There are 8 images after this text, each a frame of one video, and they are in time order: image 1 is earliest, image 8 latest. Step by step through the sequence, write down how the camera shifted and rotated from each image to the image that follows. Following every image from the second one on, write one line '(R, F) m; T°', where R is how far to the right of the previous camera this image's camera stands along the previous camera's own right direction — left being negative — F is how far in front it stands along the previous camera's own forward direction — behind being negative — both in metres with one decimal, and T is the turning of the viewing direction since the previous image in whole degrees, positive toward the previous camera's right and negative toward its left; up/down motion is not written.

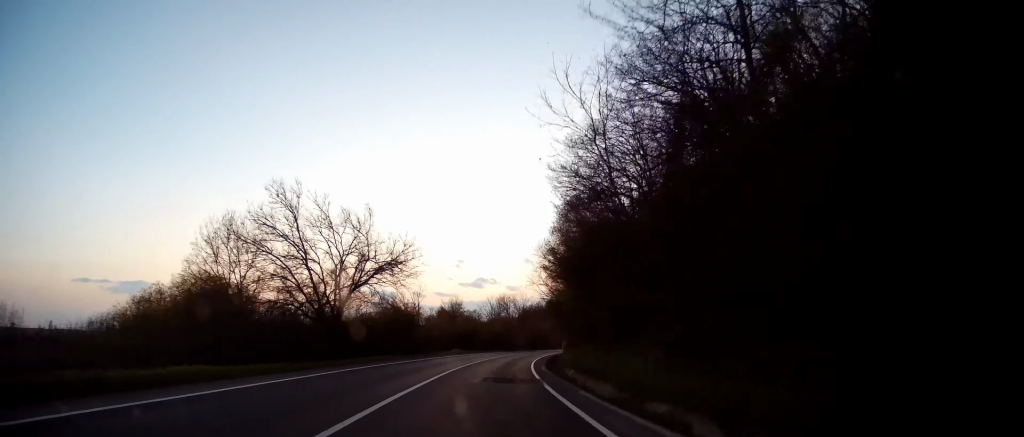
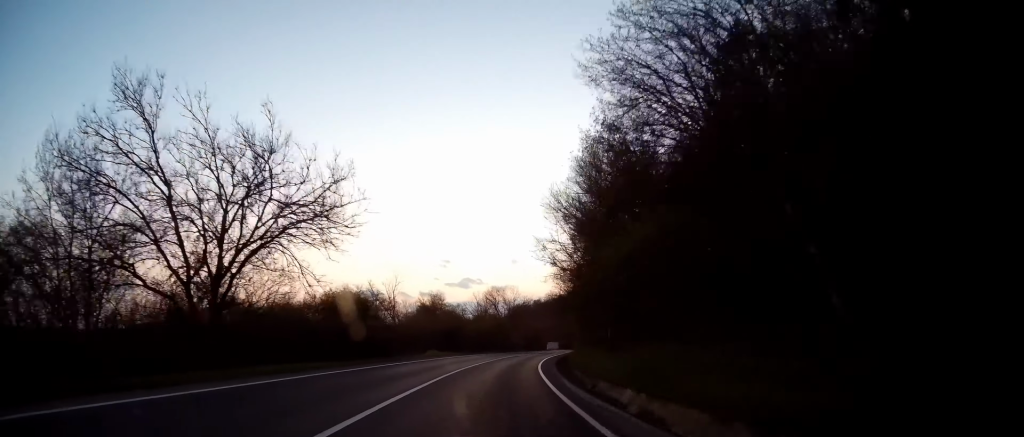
(+0.2, +13.3) m; +1°
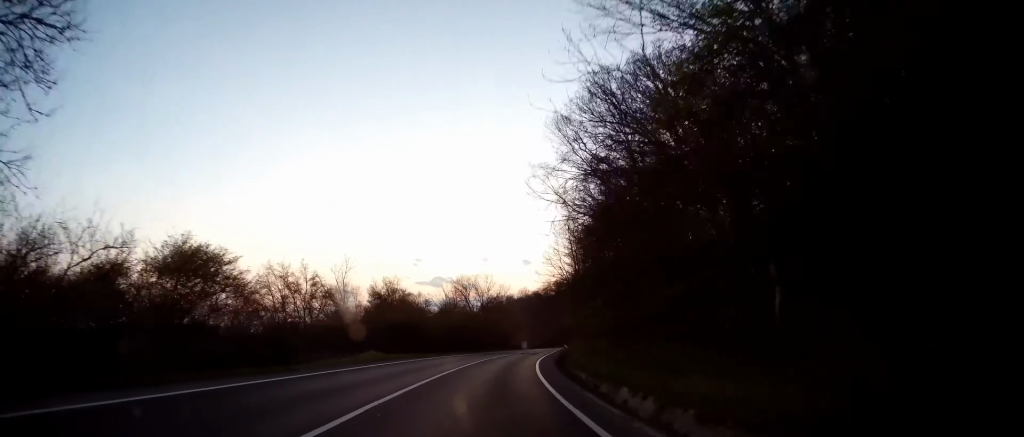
(+0.2, +15.5) m; +1°
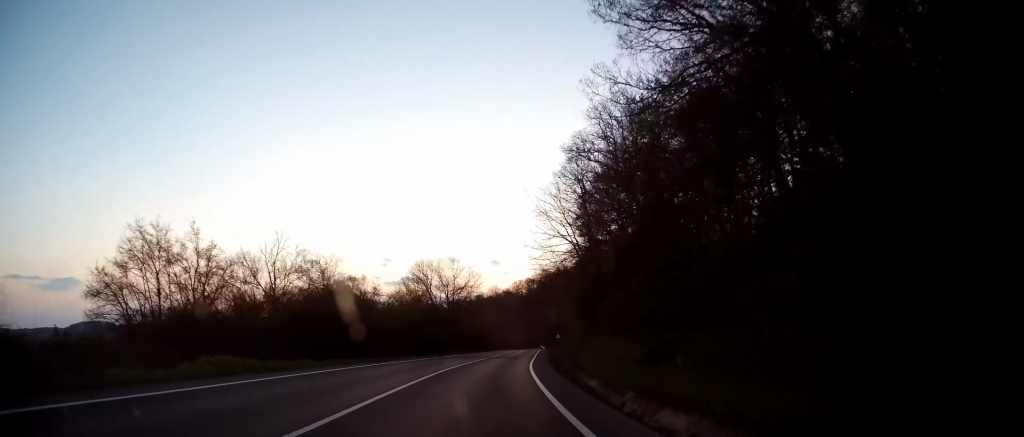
(-0.1, +15.5) m; +1°
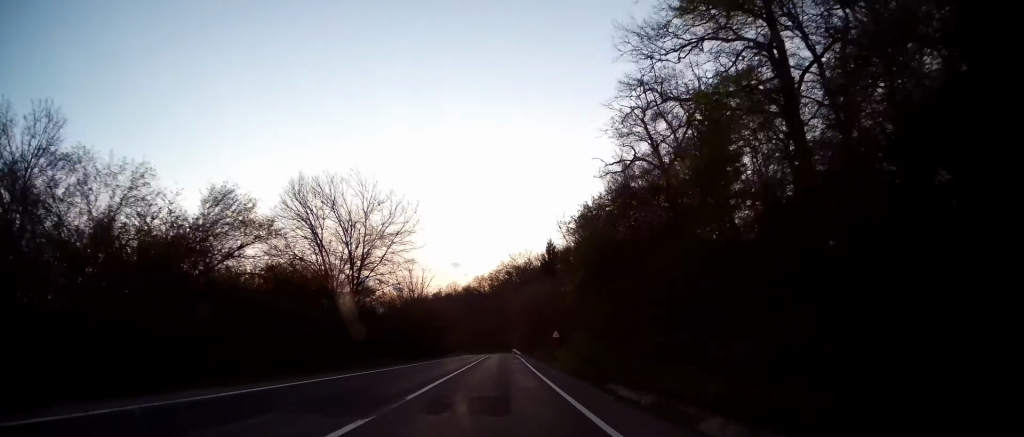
(+2.0, +33.2) m; +6°
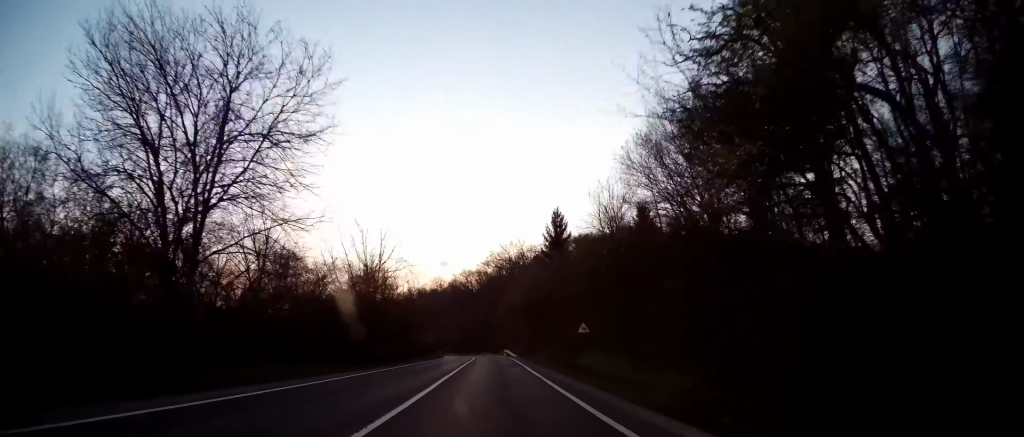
(+0.4, +17.8) m; +2°
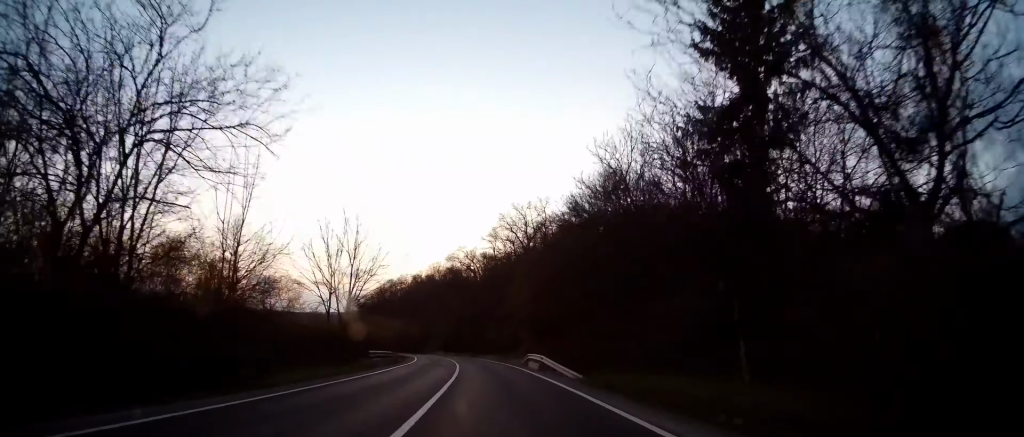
(+0.3, +42.8) m; 0°
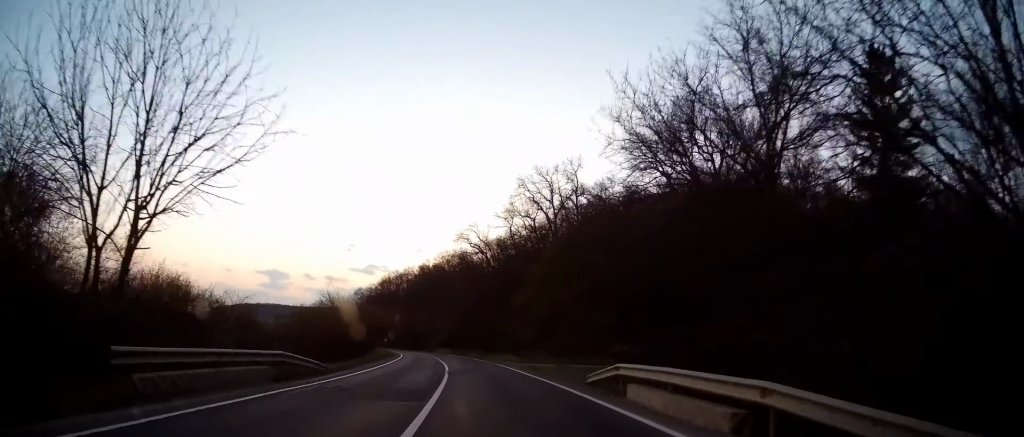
(-0.1, +22.8) m; 0°
